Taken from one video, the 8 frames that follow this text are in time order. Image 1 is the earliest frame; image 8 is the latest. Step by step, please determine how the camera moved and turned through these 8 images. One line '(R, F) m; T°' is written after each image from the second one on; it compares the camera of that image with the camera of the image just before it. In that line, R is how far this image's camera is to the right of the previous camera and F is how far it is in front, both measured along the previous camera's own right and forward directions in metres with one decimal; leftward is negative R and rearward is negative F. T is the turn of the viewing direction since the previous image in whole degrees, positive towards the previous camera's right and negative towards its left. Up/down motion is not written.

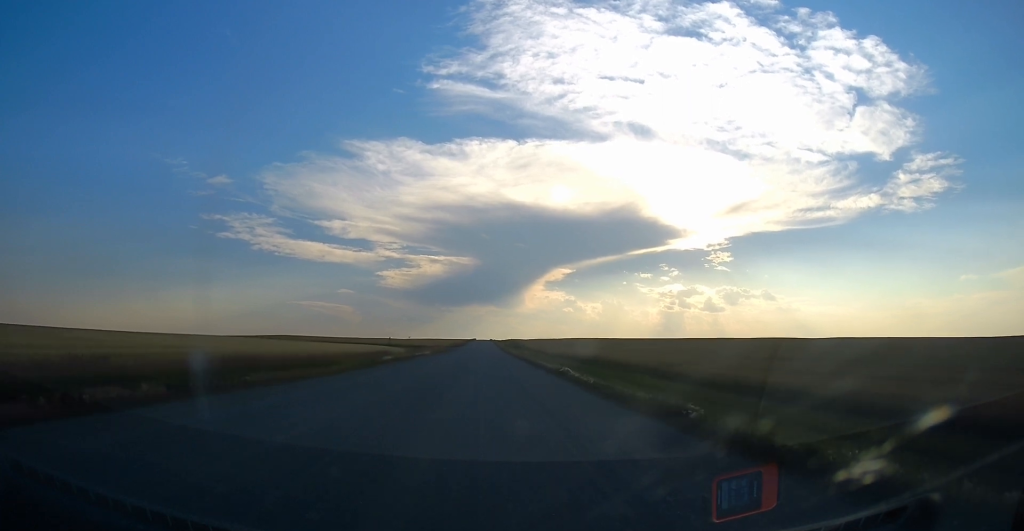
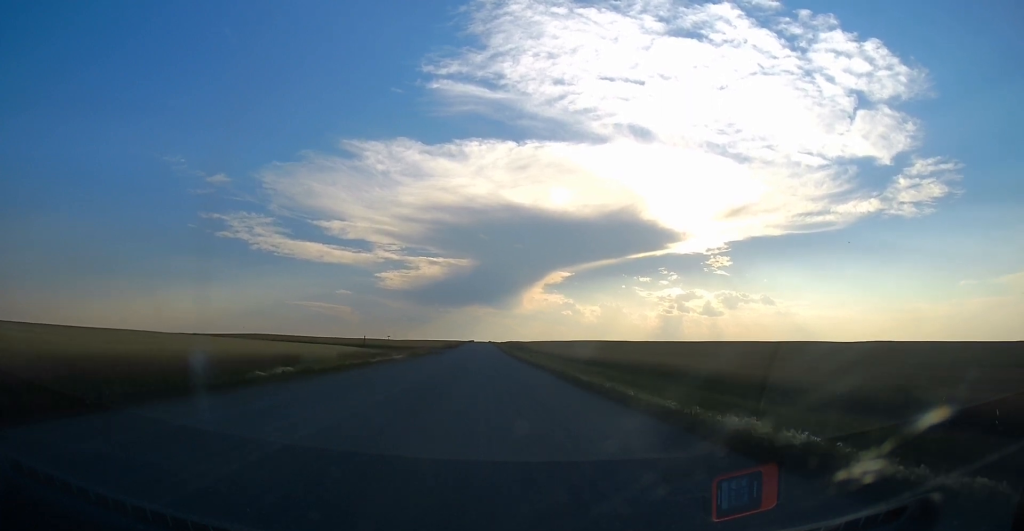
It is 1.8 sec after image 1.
(-0.3, +31.4) m; -1°
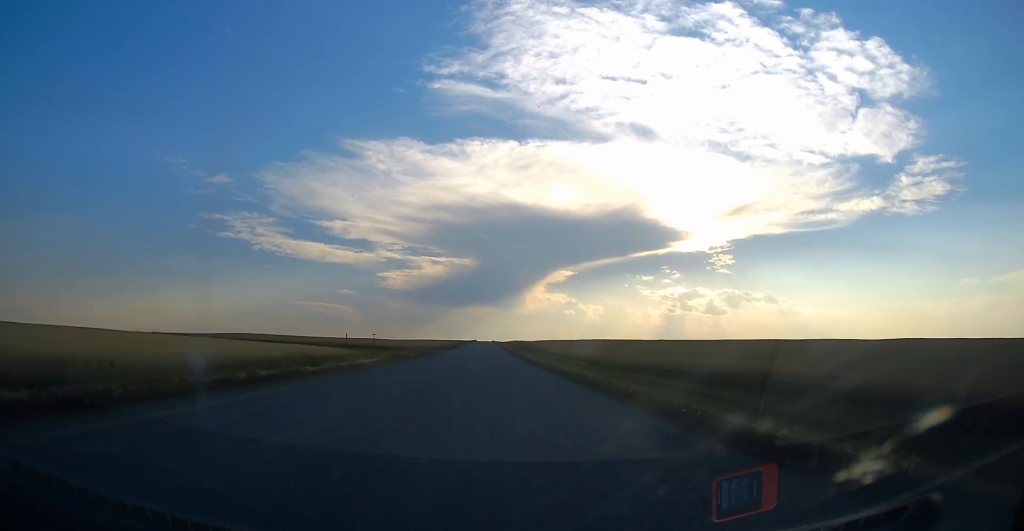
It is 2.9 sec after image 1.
(0.0, +18.9) m; 0°
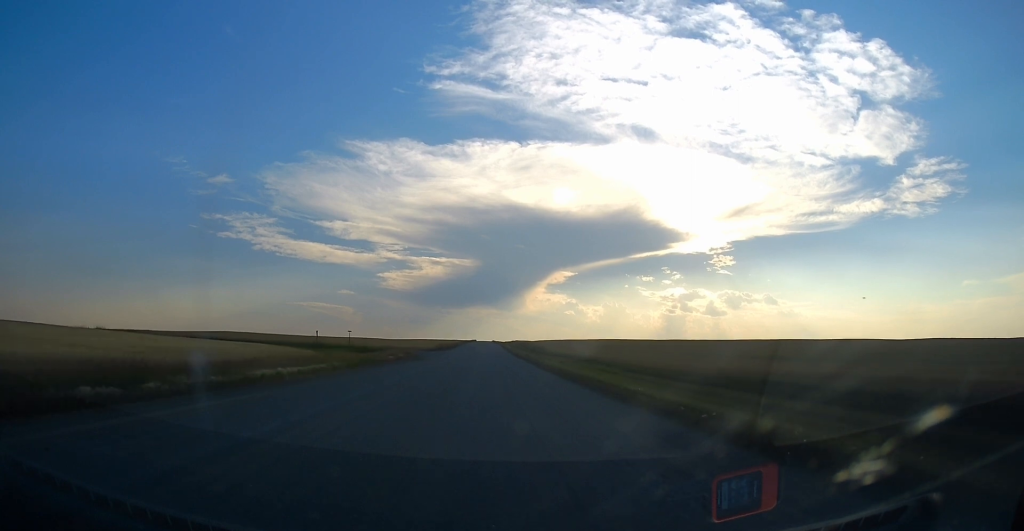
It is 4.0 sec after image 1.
(0.0, +18.9) m; 0°
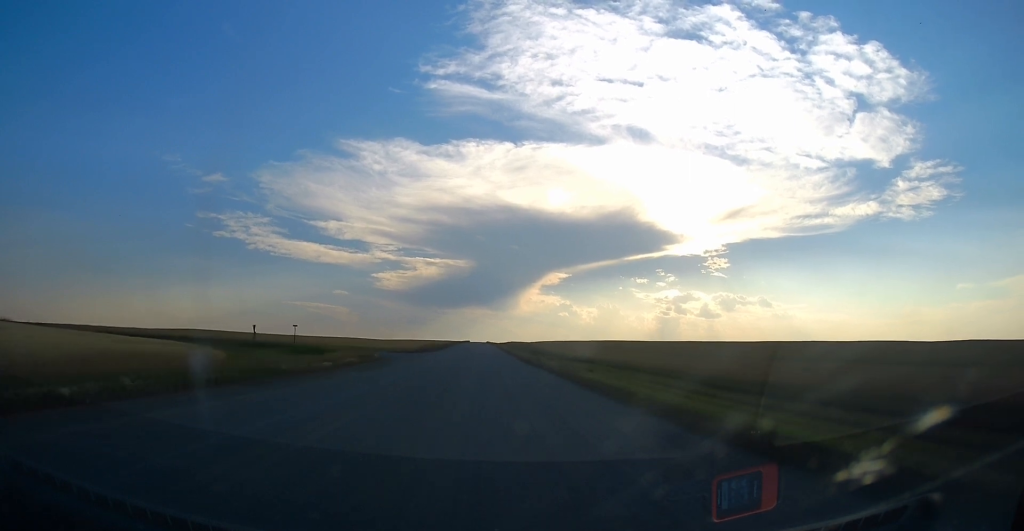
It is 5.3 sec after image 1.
(0.0, +22.4) m; 0°
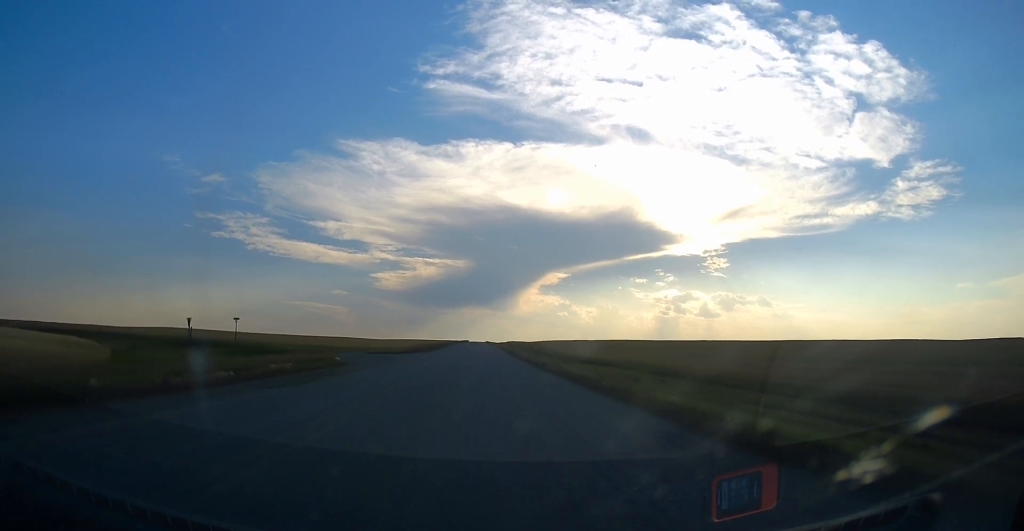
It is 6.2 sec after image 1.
(0.0, +14.9) m; 0°
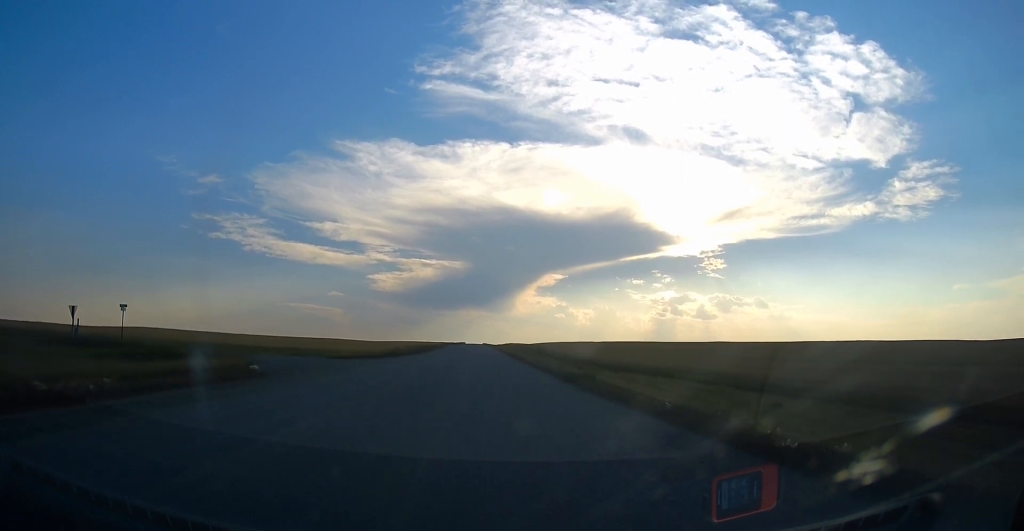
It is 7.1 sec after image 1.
(0.0, +15.5) m; +1°
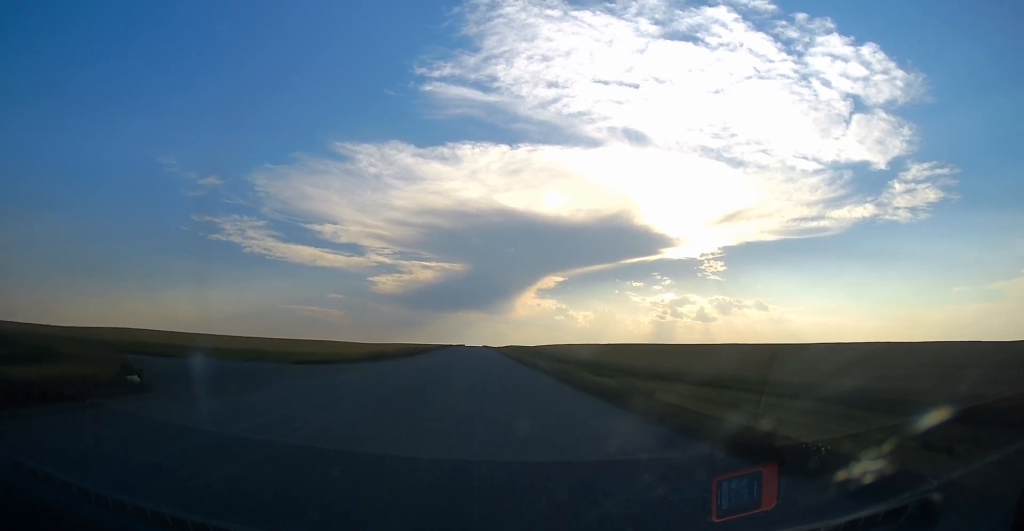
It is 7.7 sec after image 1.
(0.0, +10.3) m; +1°
